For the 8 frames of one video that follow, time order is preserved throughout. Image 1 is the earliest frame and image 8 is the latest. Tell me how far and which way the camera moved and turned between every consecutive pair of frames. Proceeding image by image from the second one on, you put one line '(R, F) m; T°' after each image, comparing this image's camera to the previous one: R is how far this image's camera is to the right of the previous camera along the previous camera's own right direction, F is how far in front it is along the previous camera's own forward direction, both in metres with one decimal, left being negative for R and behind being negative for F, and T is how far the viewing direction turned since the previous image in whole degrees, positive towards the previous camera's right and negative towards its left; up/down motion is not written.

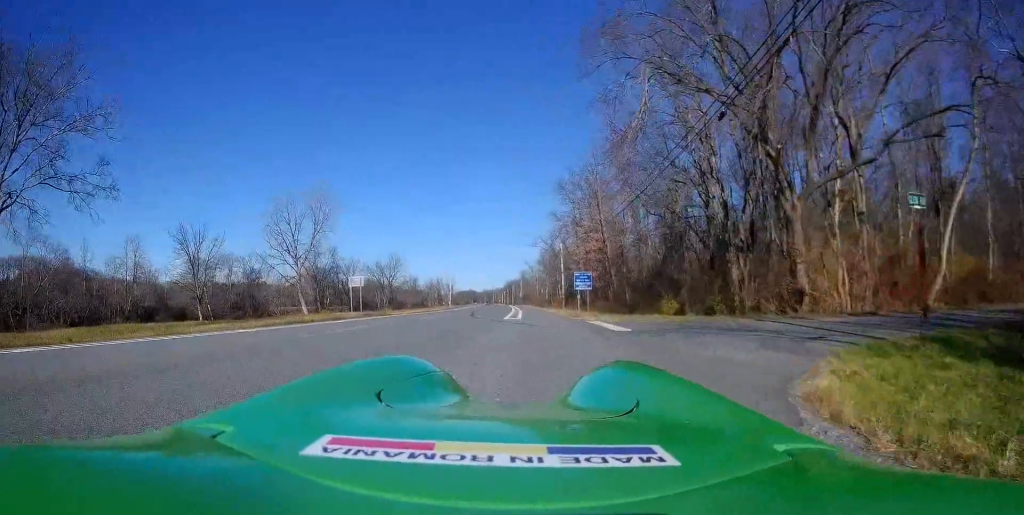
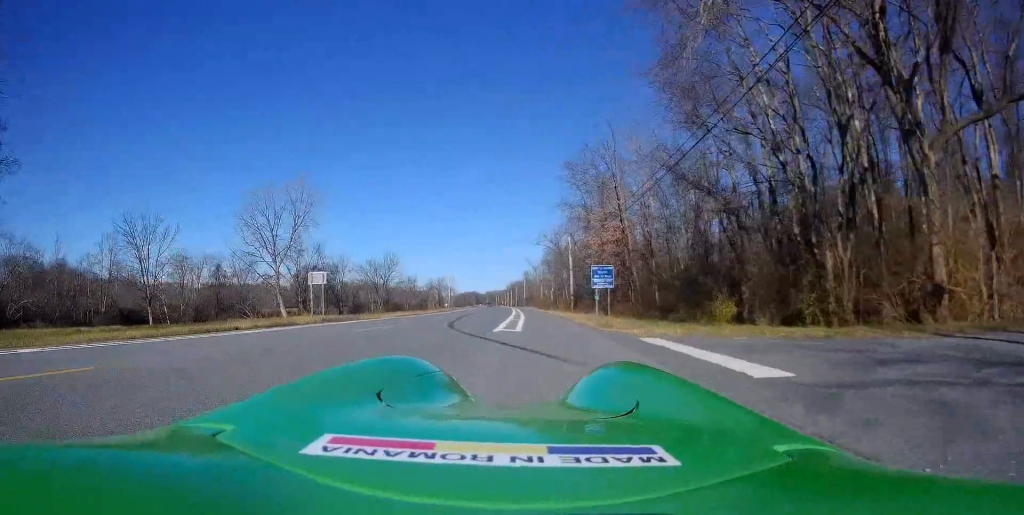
(-0.3, +9.1) m; -4°
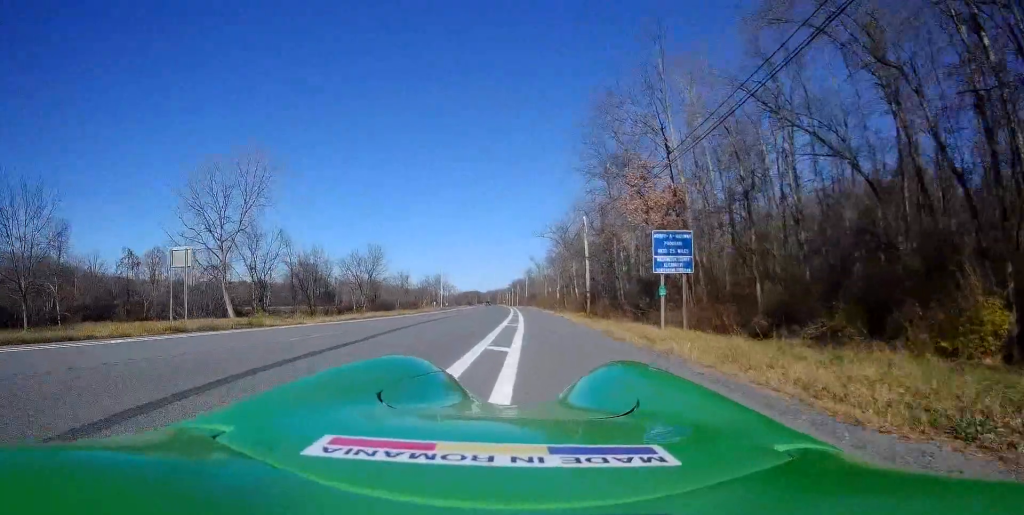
(-0.3, +15.1) m; +1°
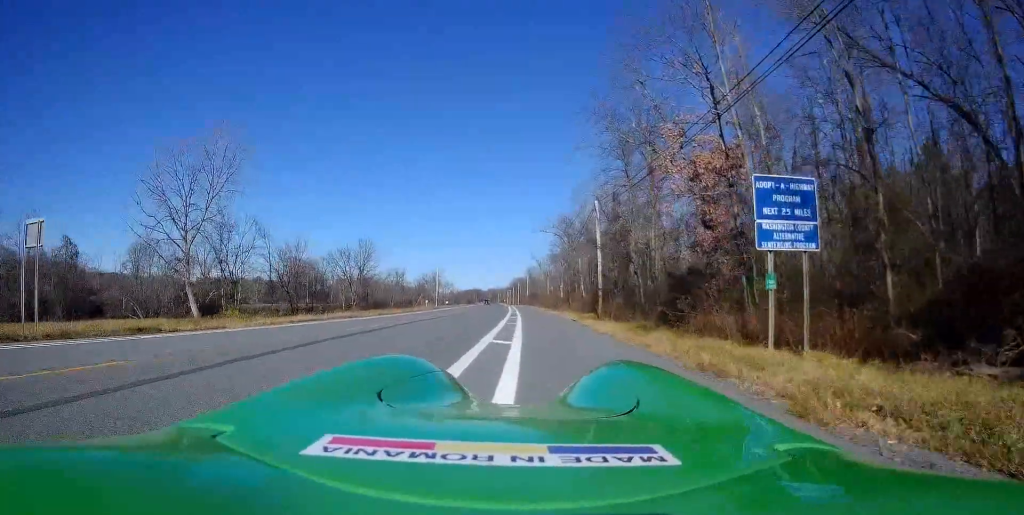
(+0.2, +7.6) m; +1°
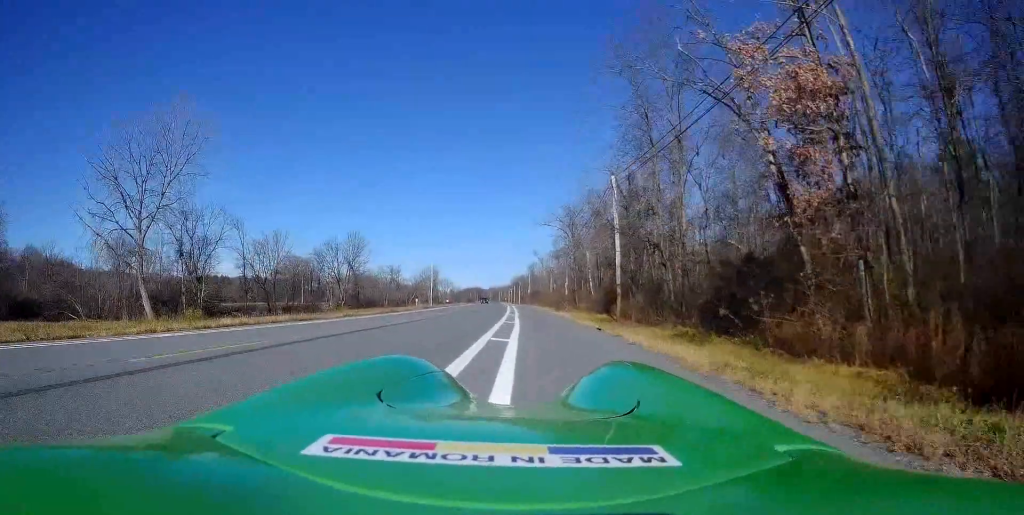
(0.0, +7.5) m; -1°
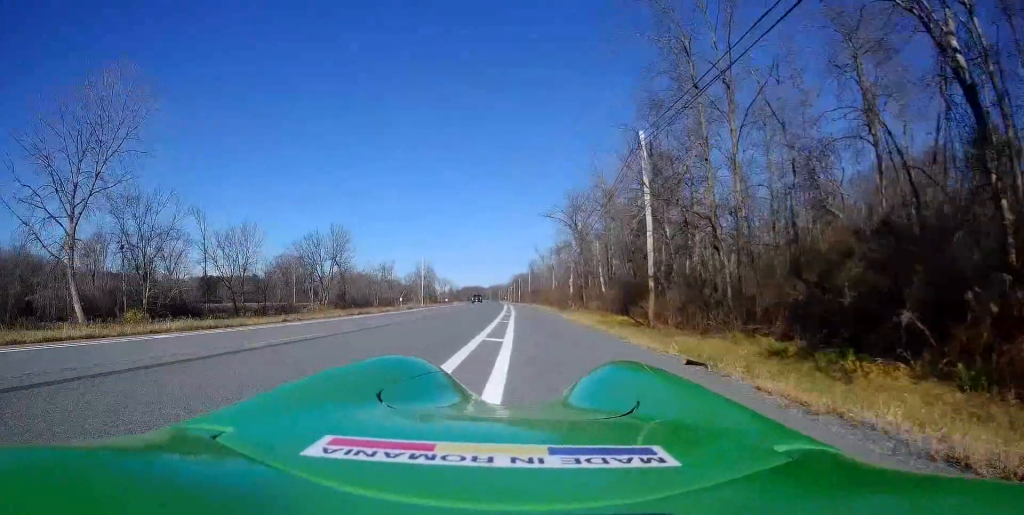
(-0.1, +8.6) m; 0°
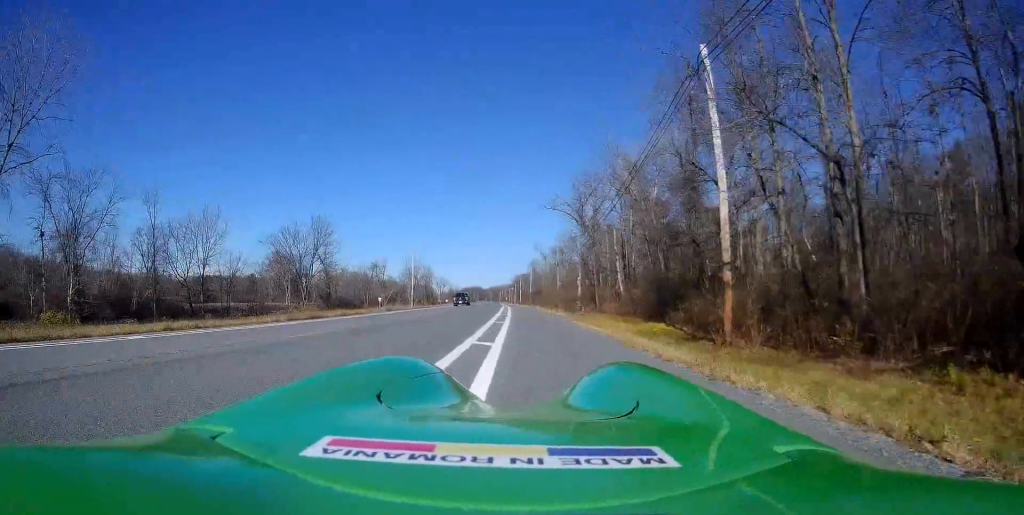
(+0.1, +8.6) m; +2°
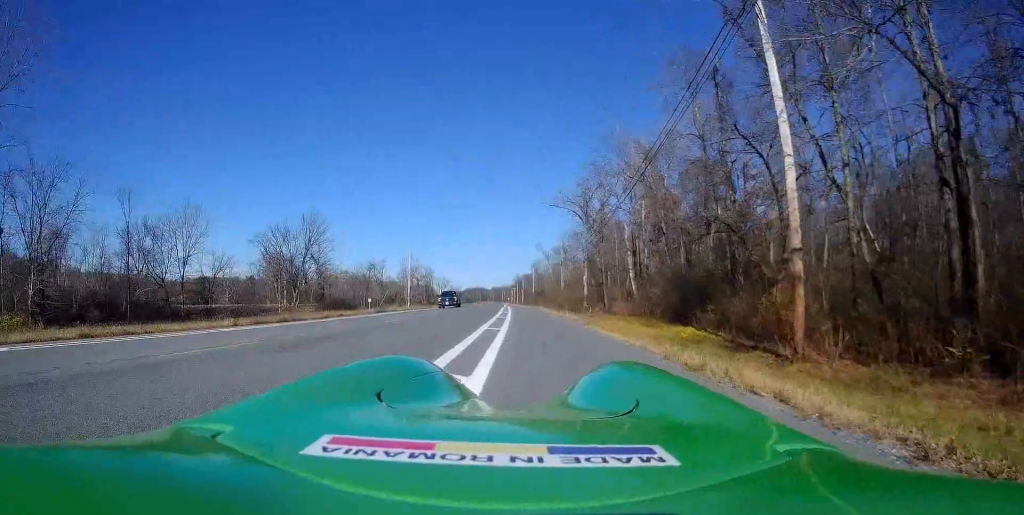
(+0.1, +3.6) m; +1°
